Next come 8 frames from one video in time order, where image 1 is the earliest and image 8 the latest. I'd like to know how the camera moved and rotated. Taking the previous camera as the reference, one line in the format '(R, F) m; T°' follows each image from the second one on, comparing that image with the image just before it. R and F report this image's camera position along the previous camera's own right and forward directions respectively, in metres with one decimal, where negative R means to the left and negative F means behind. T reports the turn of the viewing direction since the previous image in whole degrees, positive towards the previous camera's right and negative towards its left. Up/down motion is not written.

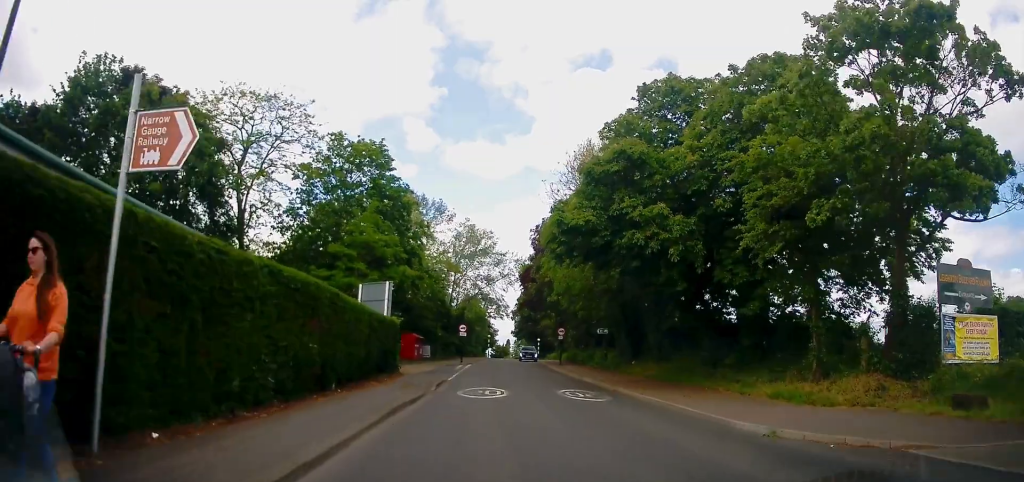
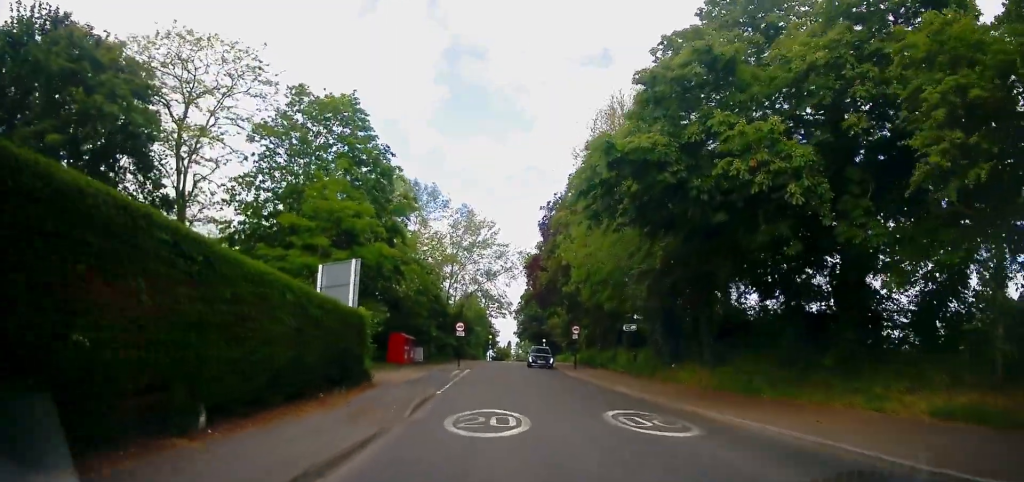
(-0.2, +6.8) m; 0°
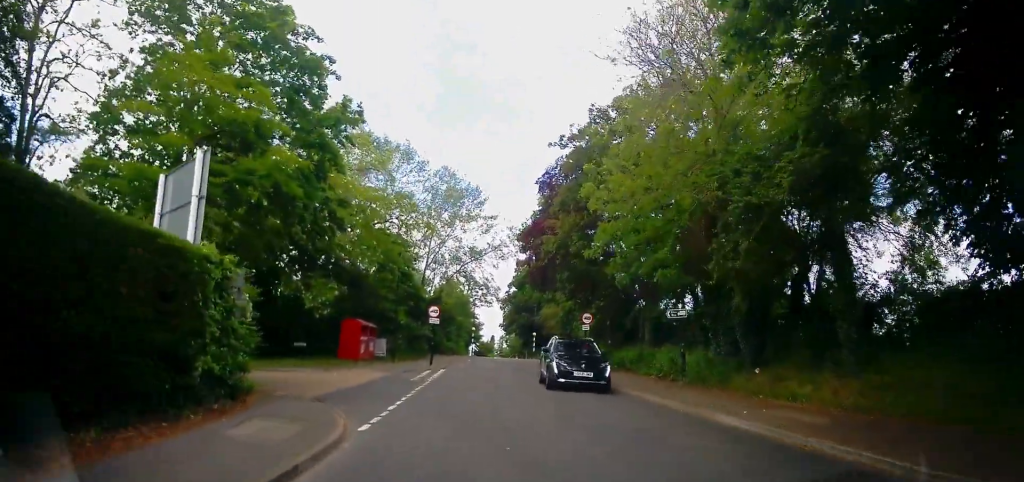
(+0.2, +9.9) m; 0°
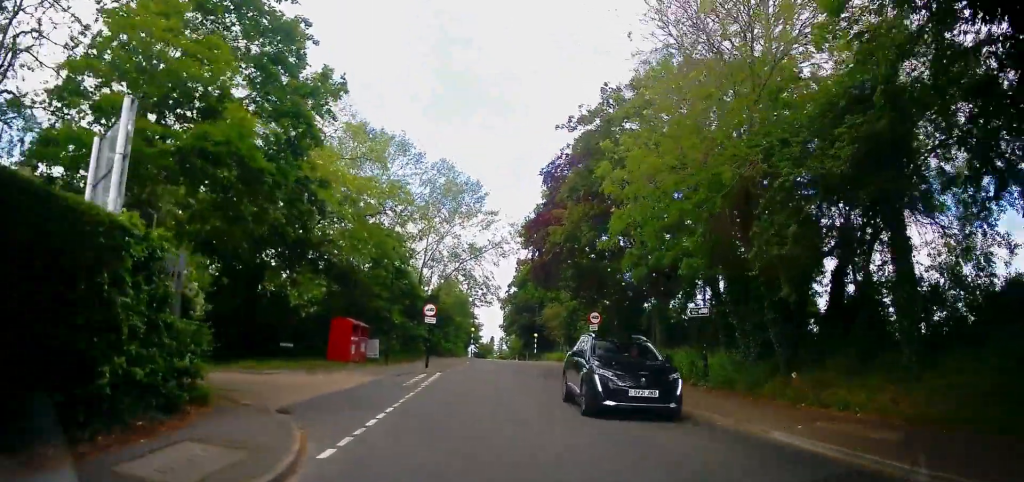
(0.0, +2.2) m; -1°
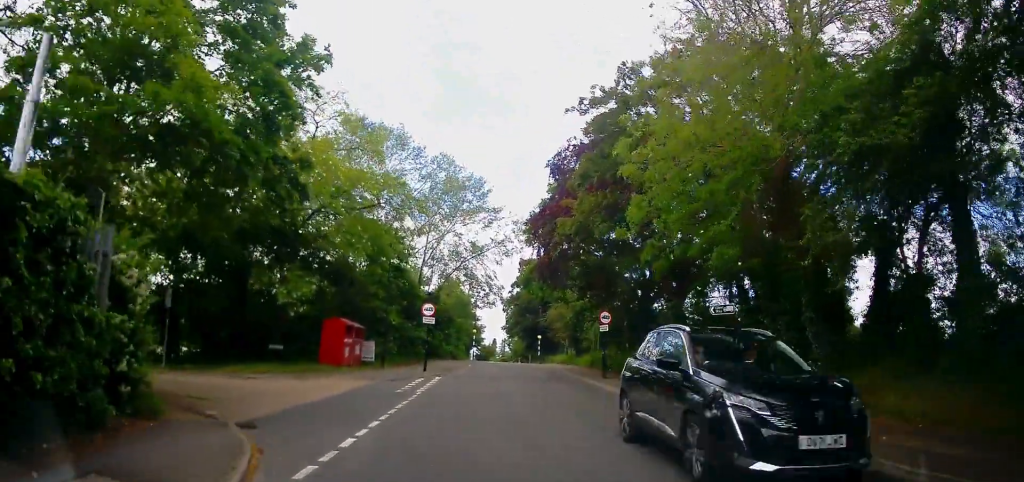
(0.0, +1.8) m; 0°
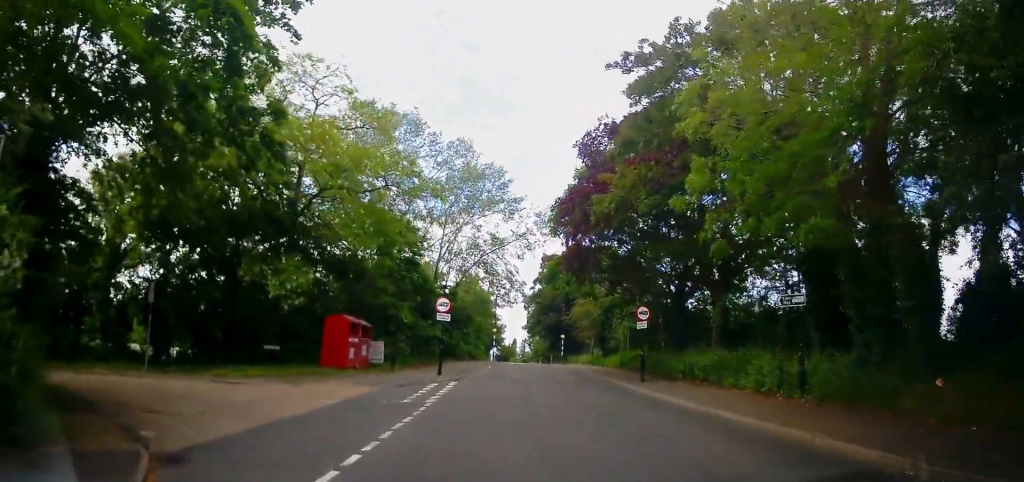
(0.0, +3.3) m; 0°
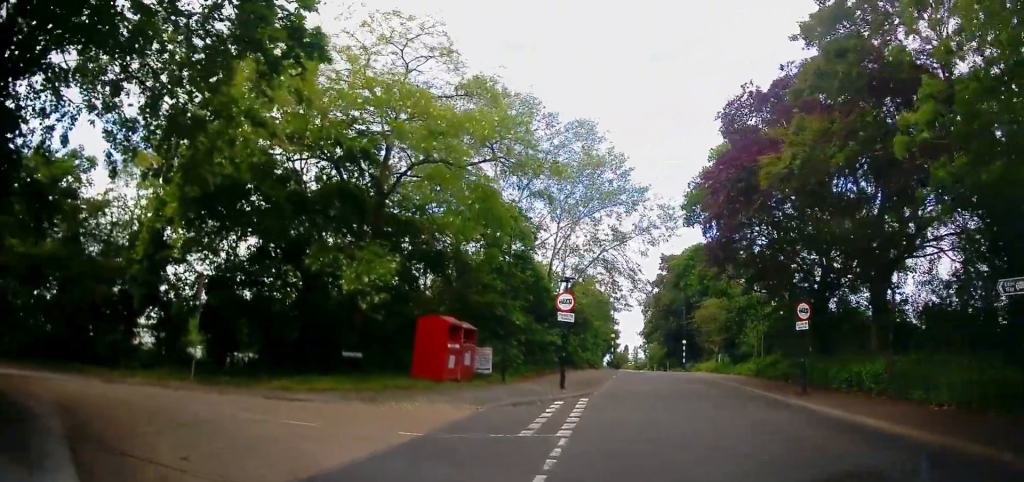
(-0.1, +4.6) m; -7°
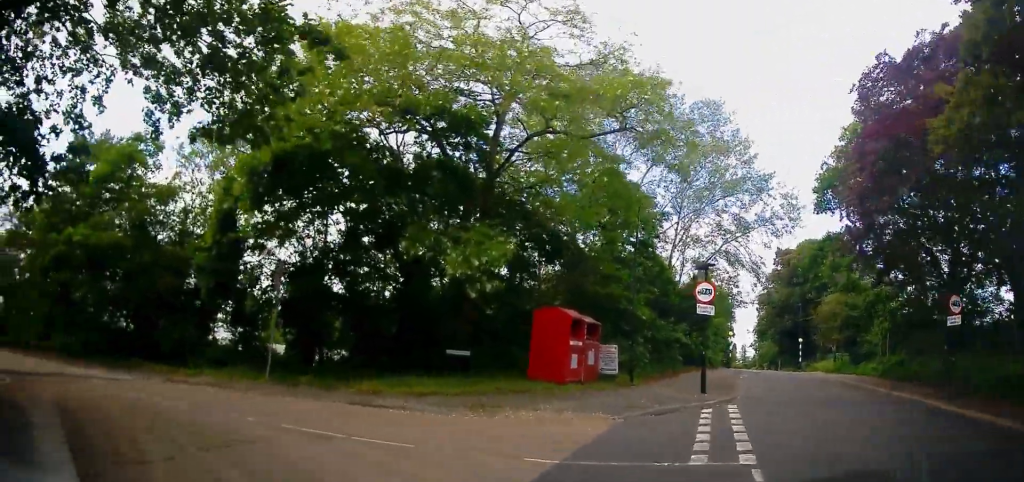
(-0.1, +2.7) m; -9°
